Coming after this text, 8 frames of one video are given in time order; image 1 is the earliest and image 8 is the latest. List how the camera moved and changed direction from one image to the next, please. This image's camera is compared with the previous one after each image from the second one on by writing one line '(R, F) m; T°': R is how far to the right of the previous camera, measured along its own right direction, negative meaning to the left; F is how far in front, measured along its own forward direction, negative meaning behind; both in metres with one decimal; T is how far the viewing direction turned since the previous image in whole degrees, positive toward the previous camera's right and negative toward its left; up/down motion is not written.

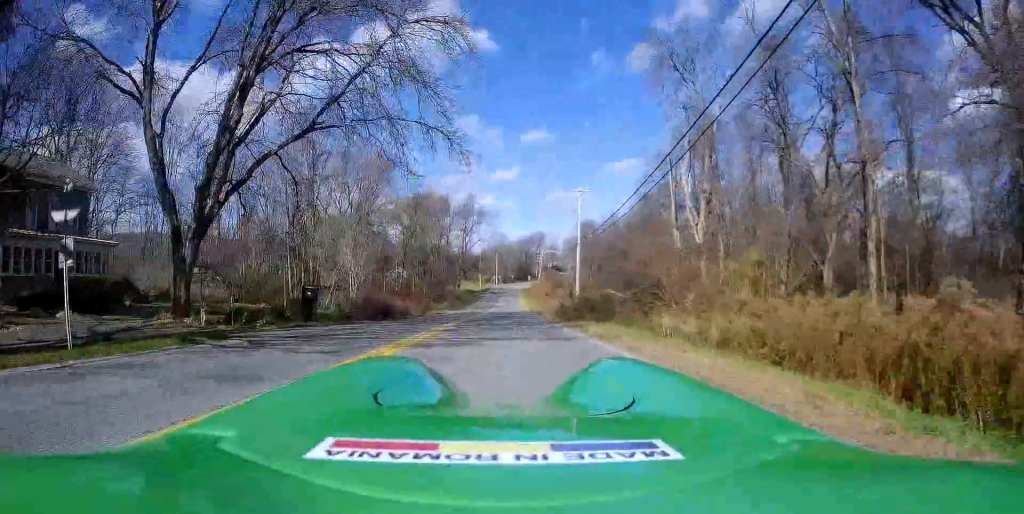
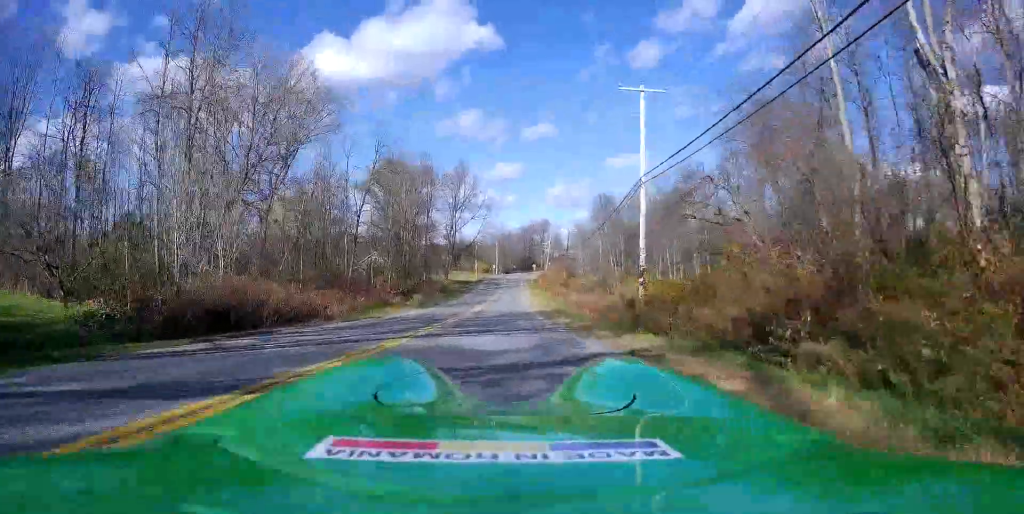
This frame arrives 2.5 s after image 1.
(+1.2, +24.8) m; +3°
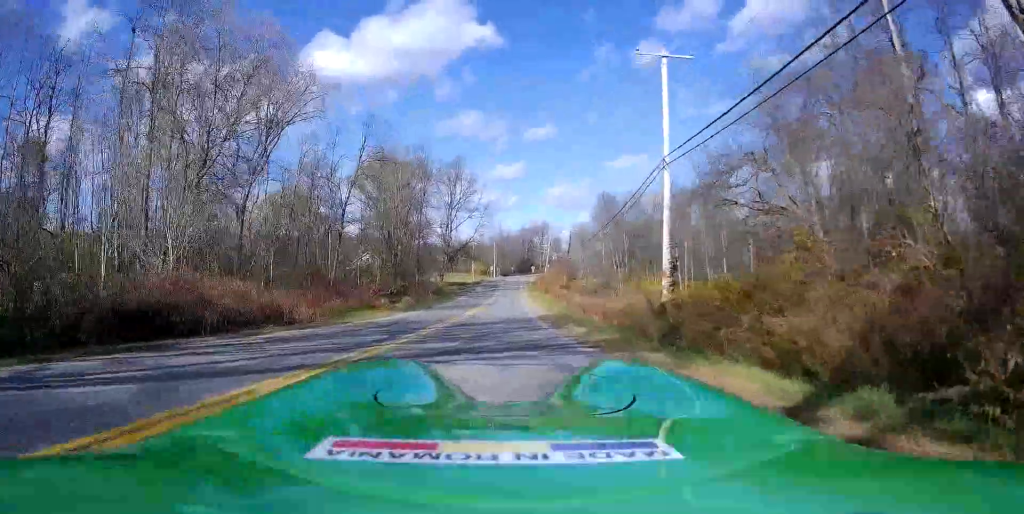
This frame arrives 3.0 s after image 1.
(0.0, +4.5) m; -1°
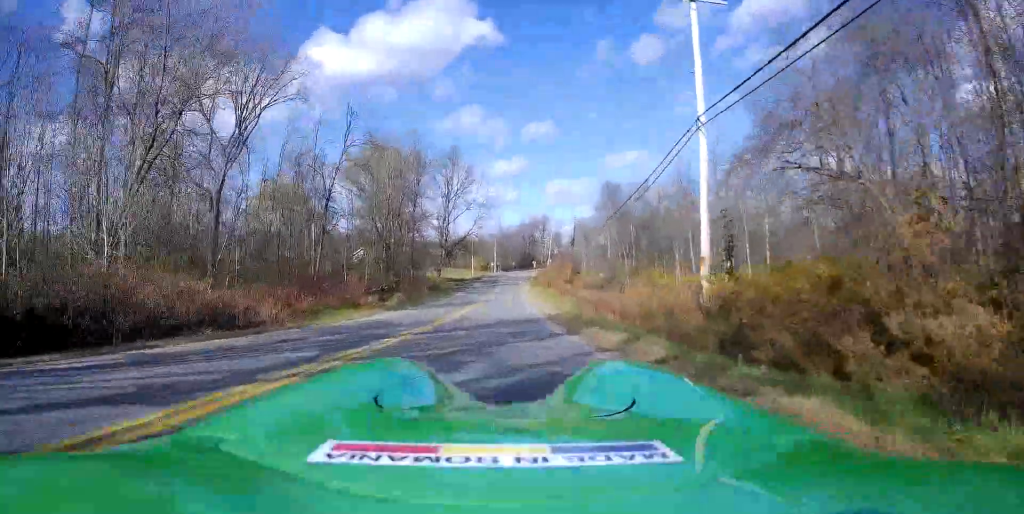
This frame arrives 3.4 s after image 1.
(-0.2, +4.2) m; 0°
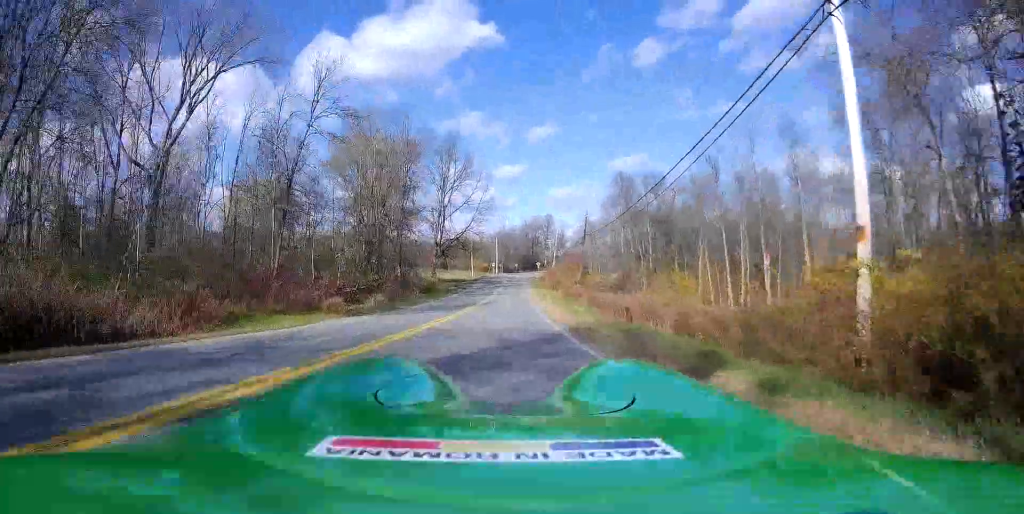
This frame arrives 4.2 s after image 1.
(0.0, +8.1) m; 0°
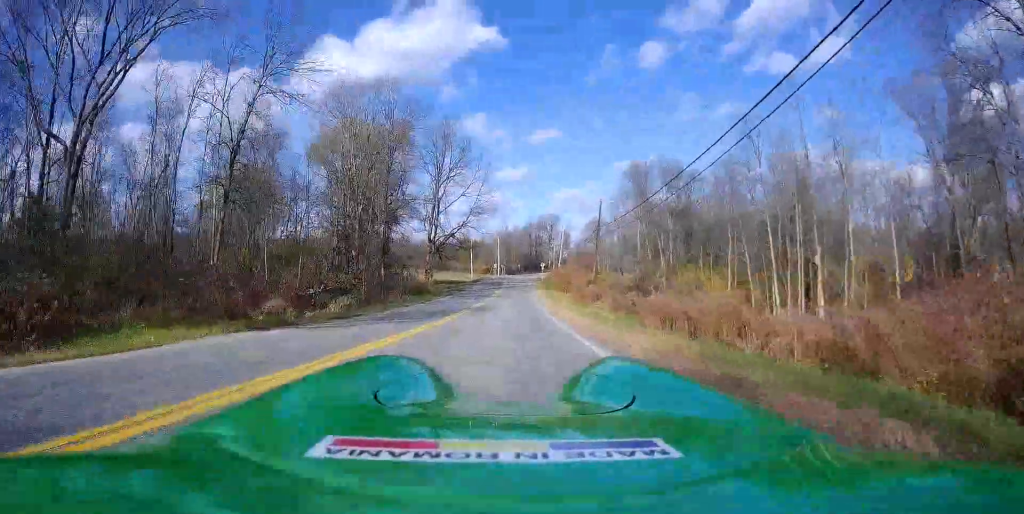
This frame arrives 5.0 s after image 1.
(+0.2, +8.2) m; 0°
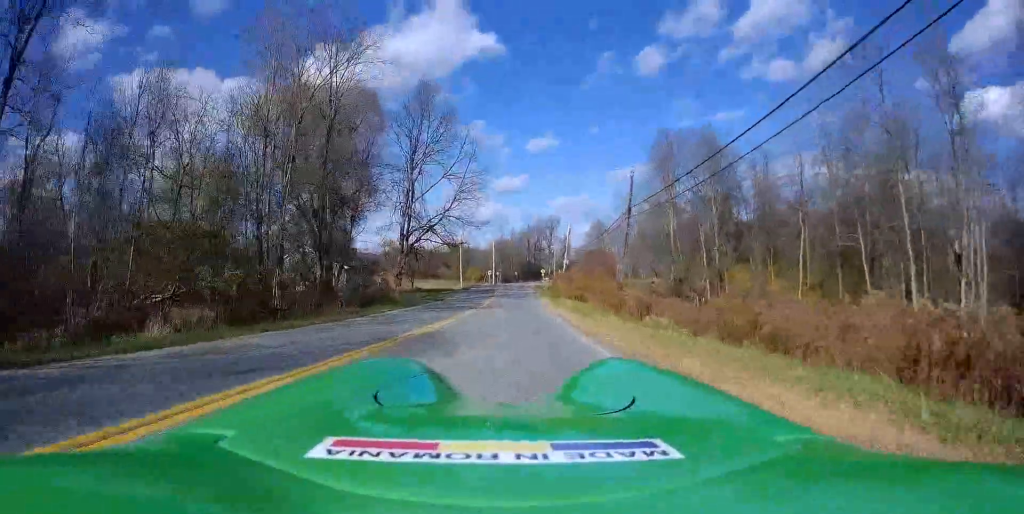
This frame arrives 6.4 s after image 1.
(-0.4, +15.3) m; -2°
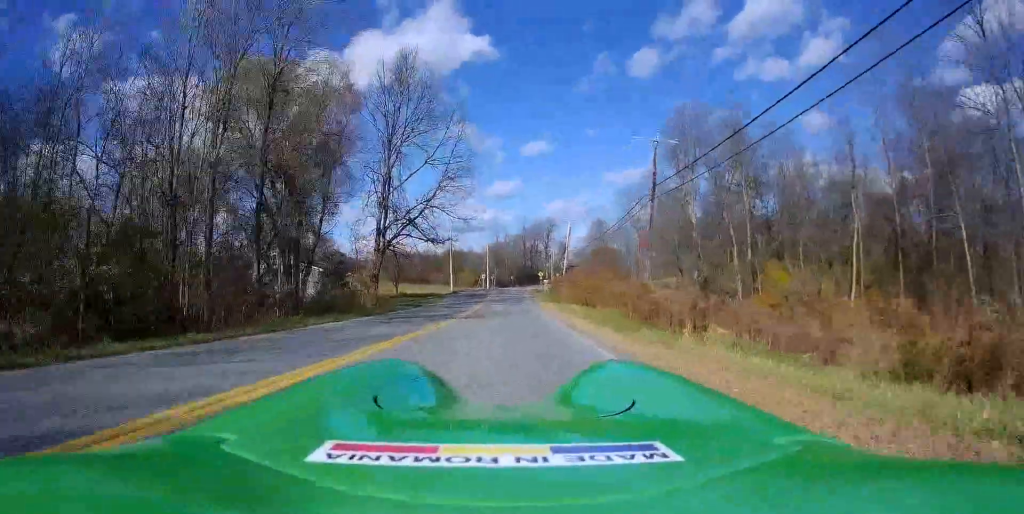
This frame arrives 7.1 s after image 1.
(0.0, +9.0) m; 0°
